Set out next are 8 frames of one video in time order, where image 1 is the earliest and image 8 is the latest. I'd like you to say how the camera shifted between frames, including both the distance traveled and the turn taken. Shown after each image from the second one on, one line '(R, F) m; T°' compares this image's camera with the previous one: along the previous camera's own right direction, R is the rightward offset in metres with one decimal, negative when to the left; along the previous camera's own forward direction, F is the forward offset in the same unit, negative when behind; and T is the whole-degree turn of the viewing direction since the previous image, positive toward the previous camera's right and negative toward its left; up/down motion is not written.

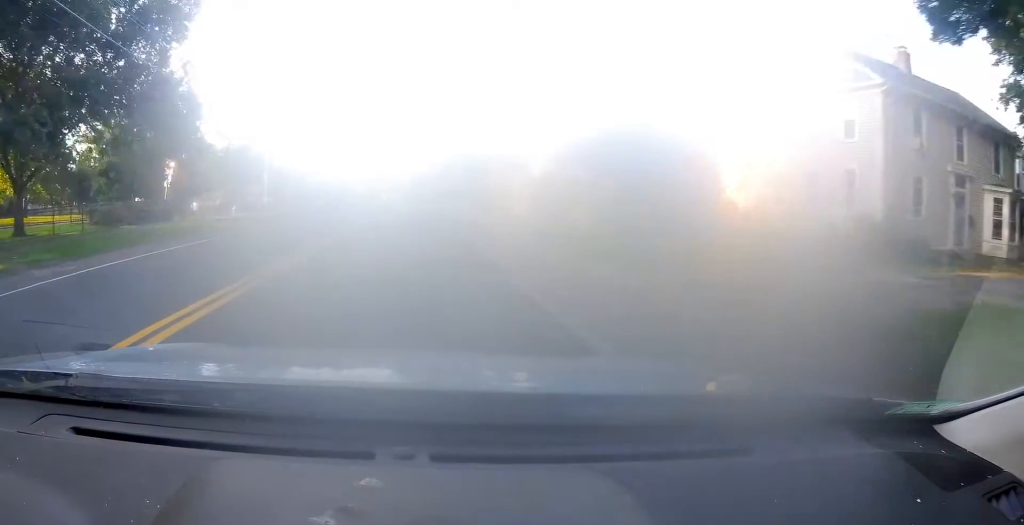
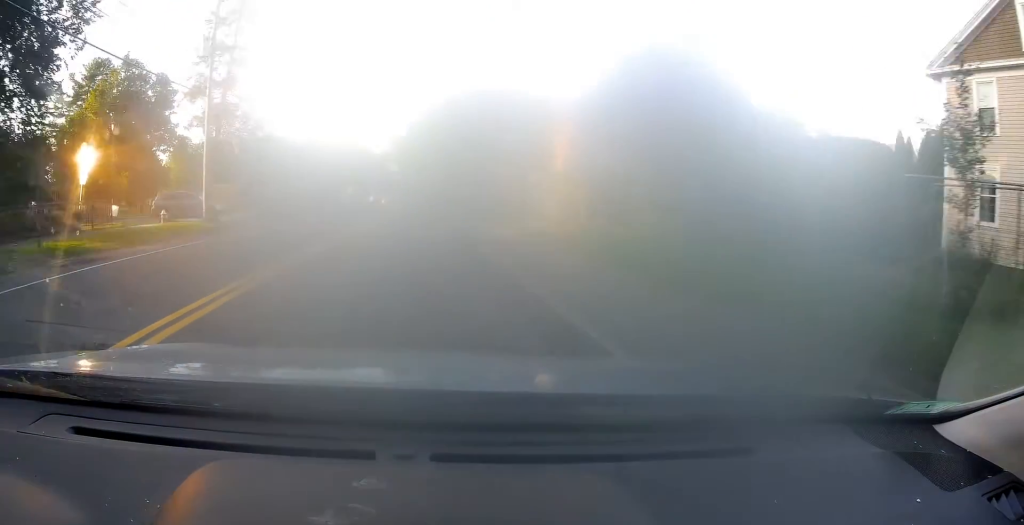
(+0.1, +11.1) m; +1°
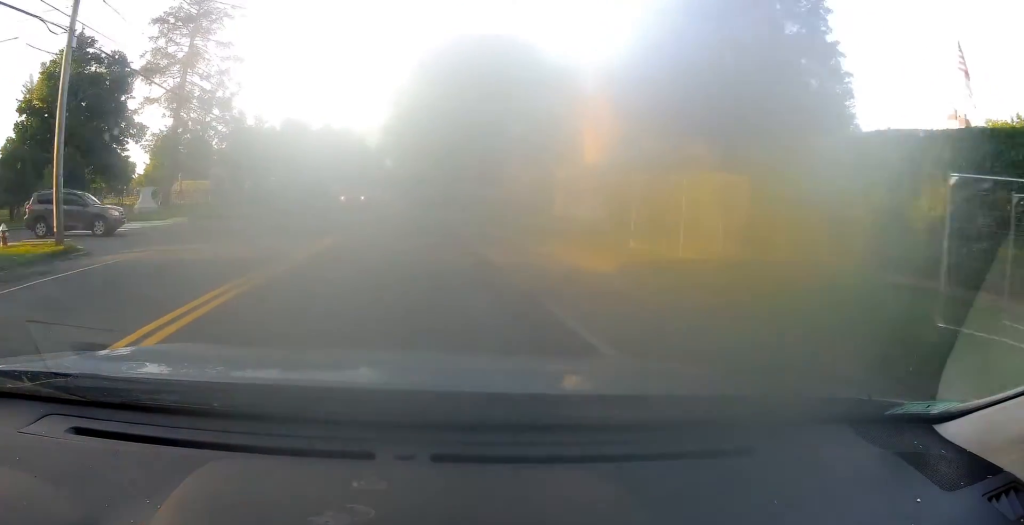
(0.0, +11.5) m; 0°
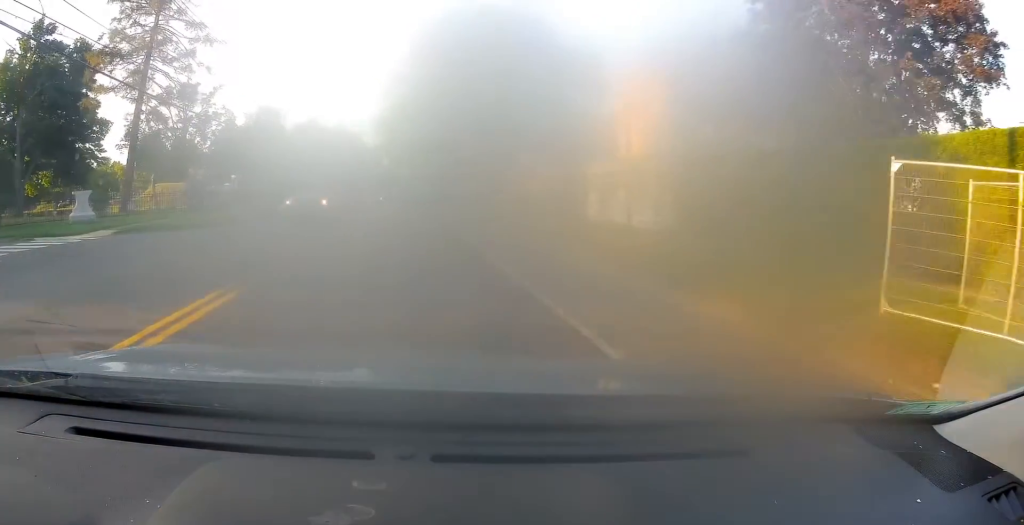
(0.0, +8.2) m; 0°
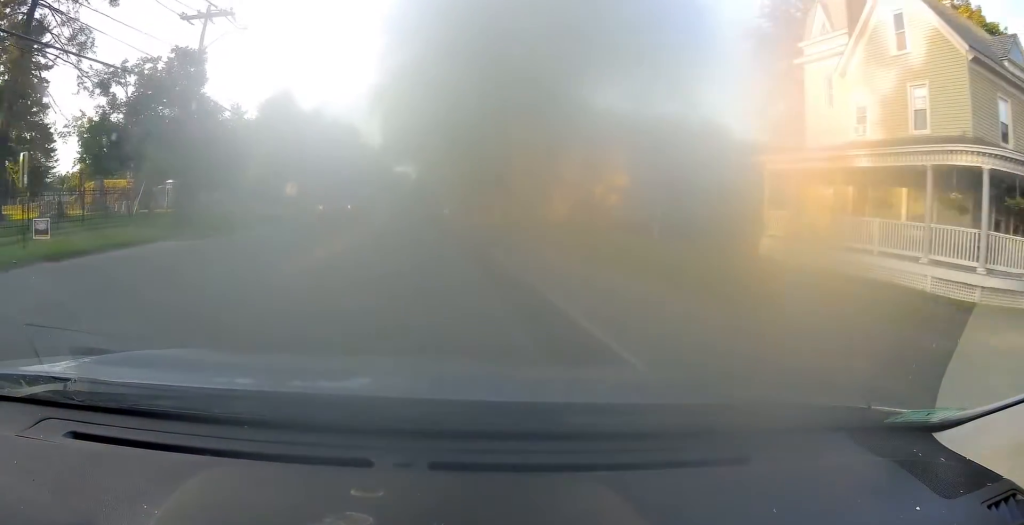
(-0.3, +18.3) m; -2°
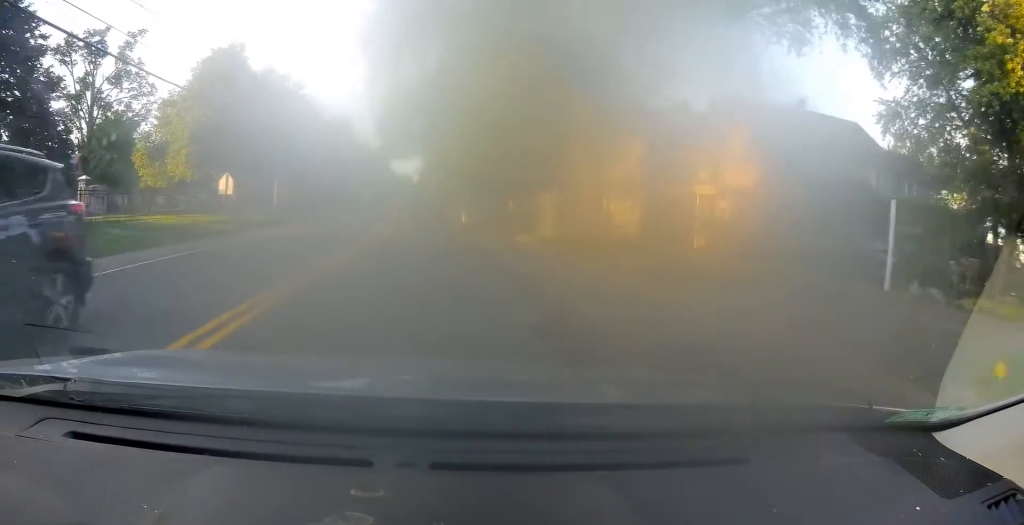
(0.0, +14.2) m; +1°
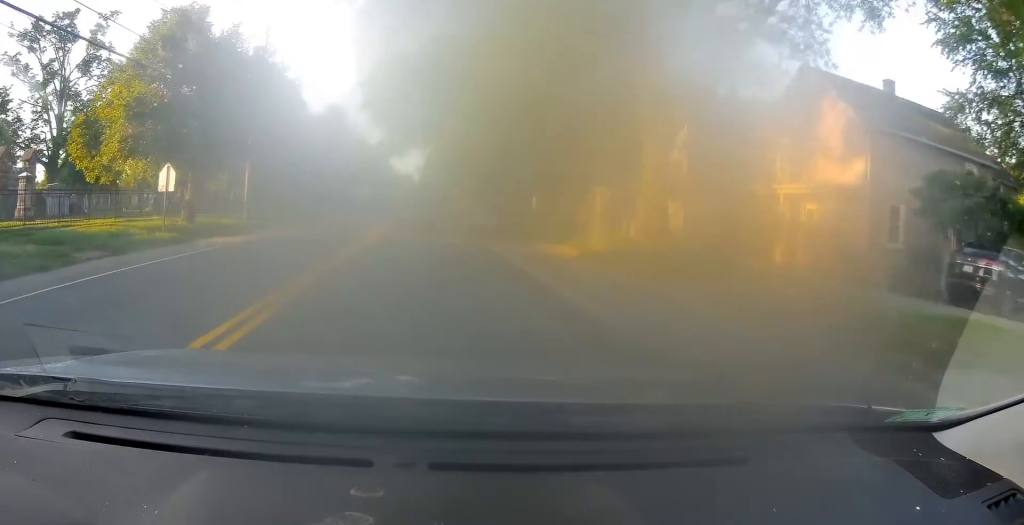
(+0.1, +7.1) m; +1°
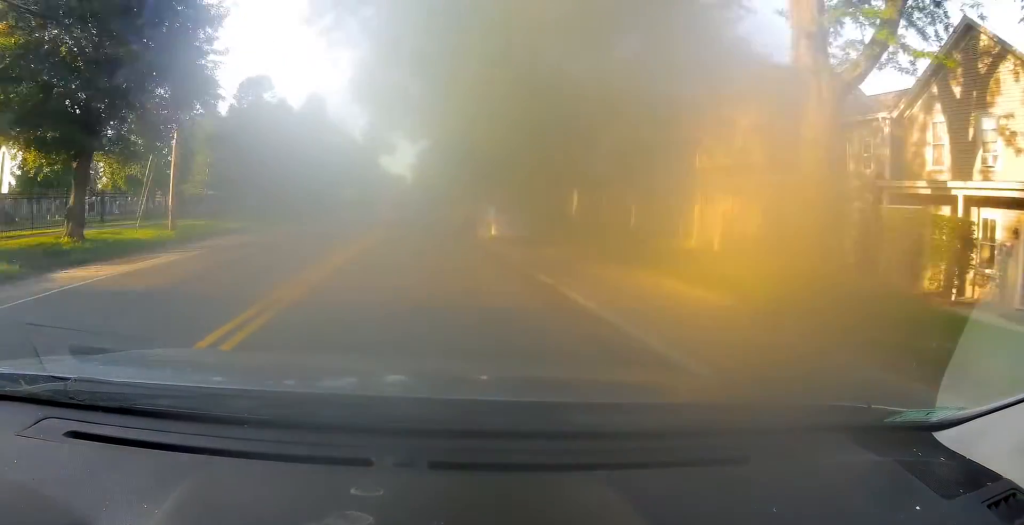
(0.0, +8.5) m; 0°
